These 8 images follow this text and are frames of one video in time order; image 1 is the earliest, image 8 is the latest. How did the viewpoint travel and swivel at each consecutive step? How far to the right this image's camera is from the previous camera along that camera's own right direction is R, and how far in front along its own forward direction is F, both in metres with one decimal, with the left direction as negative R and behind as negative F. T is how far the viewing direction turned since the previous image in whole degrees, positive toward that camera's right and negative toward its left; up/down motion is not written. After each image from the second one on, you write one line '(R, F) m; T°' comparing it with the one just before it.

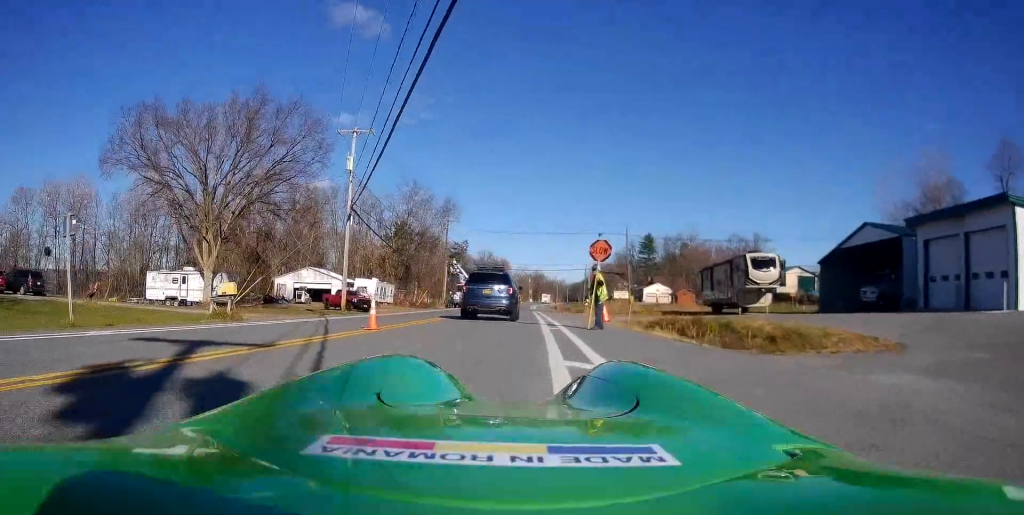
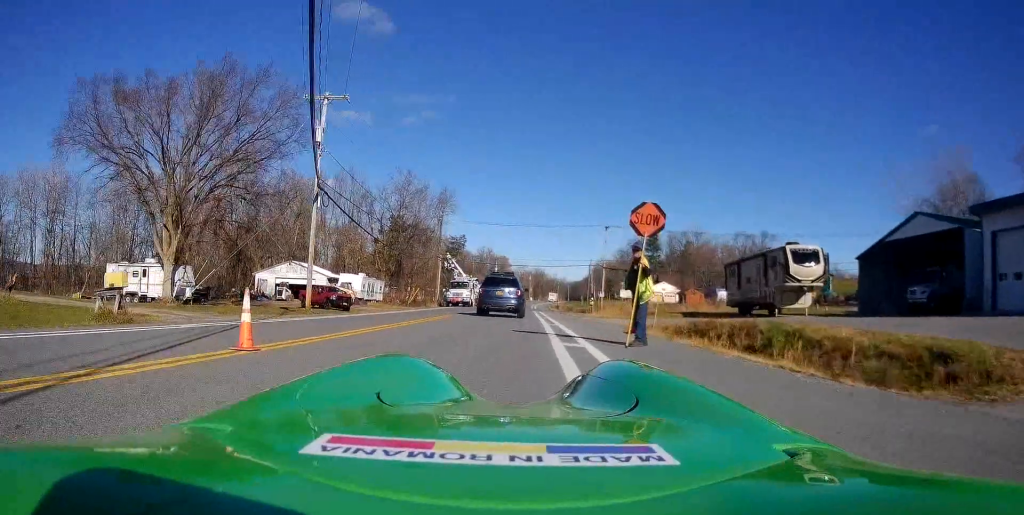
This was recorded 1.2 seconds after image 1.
(+0.1, +6.6) m; +4°
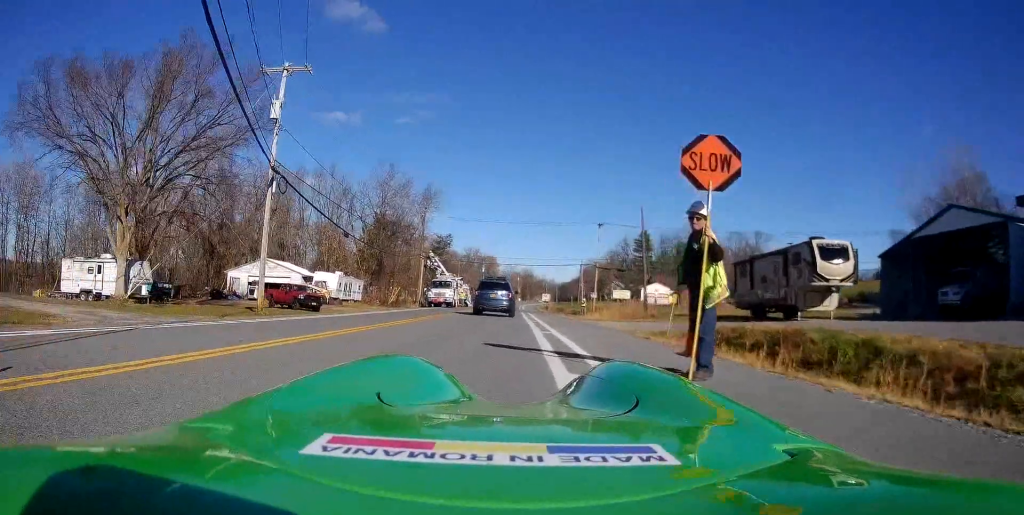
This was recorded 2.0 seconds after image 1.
(+0.3, +4.6) m; +3°
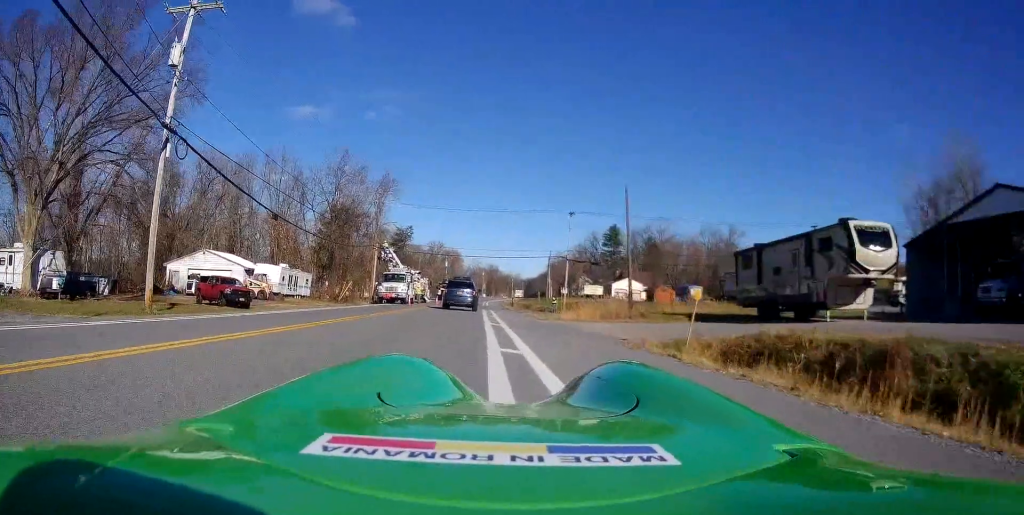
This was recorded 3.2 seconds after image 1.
(+0.1, +6.5) m; +1°
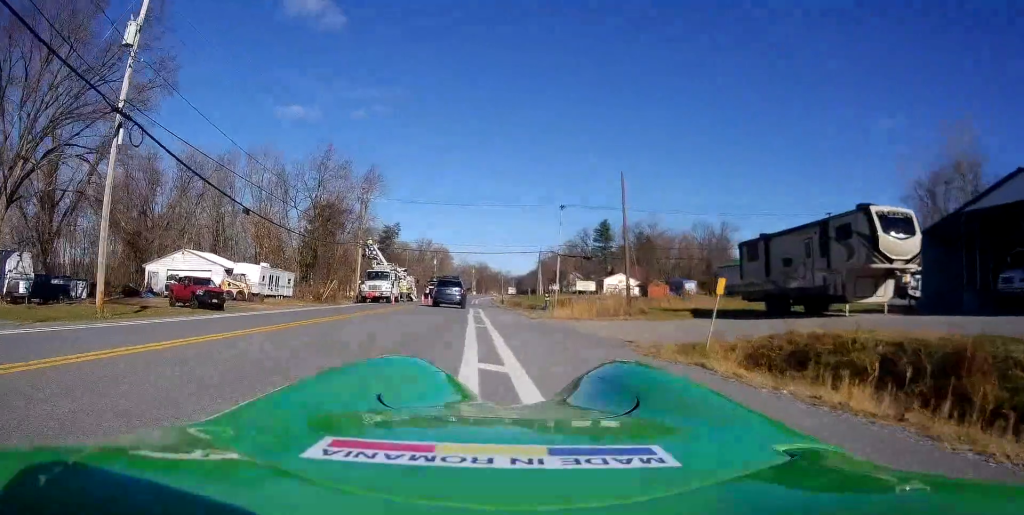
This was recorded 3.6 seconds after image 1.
(0.0, +2.6) m; 0°
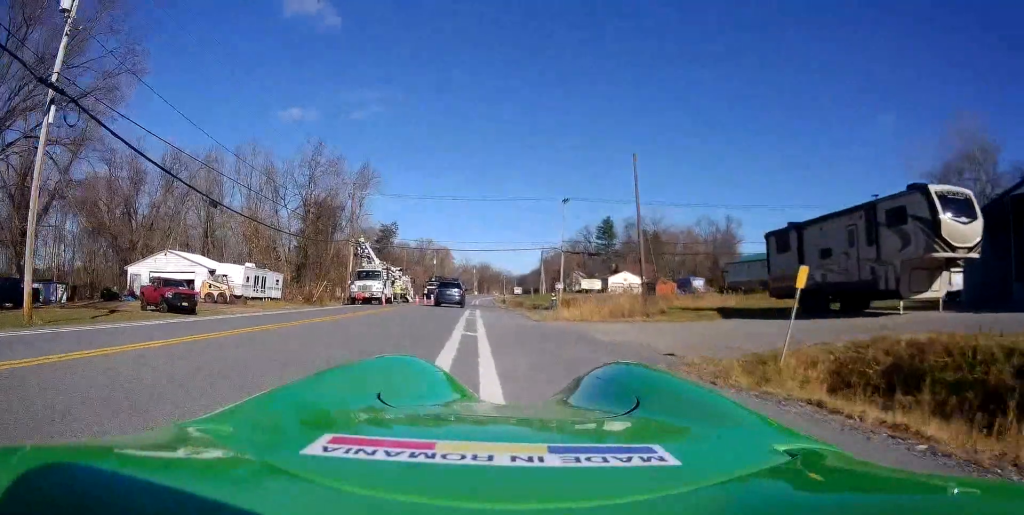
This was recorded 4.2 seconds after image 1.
(0.0, +3.8) m; 0°
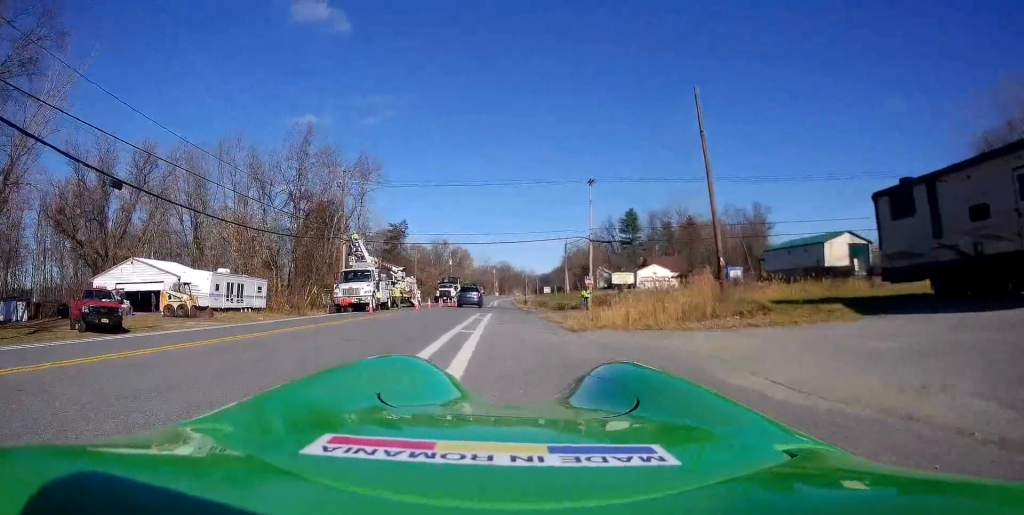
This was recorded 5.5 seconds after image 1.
(-0.1, +9.2) m; -4°
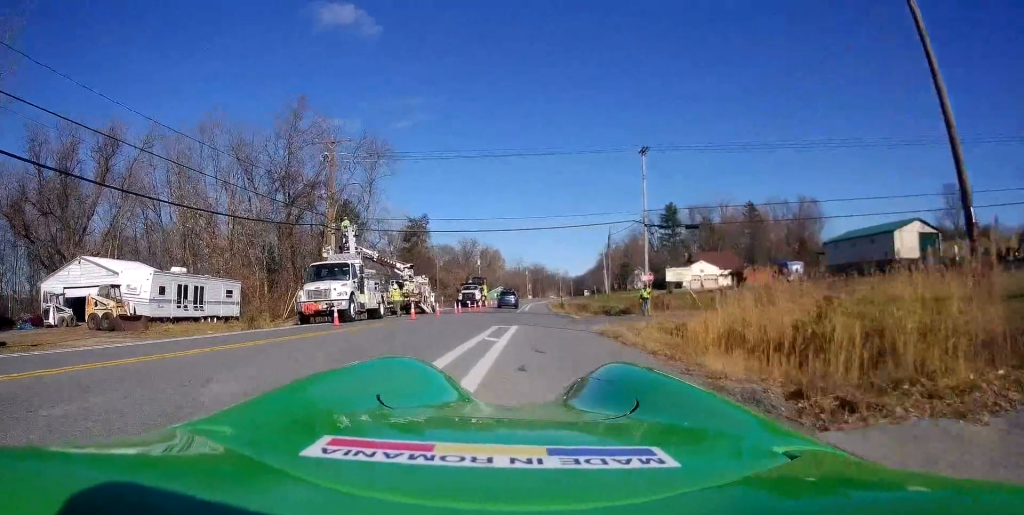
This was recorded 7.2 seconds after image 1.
(-0.8, +11.4) m; -6°
